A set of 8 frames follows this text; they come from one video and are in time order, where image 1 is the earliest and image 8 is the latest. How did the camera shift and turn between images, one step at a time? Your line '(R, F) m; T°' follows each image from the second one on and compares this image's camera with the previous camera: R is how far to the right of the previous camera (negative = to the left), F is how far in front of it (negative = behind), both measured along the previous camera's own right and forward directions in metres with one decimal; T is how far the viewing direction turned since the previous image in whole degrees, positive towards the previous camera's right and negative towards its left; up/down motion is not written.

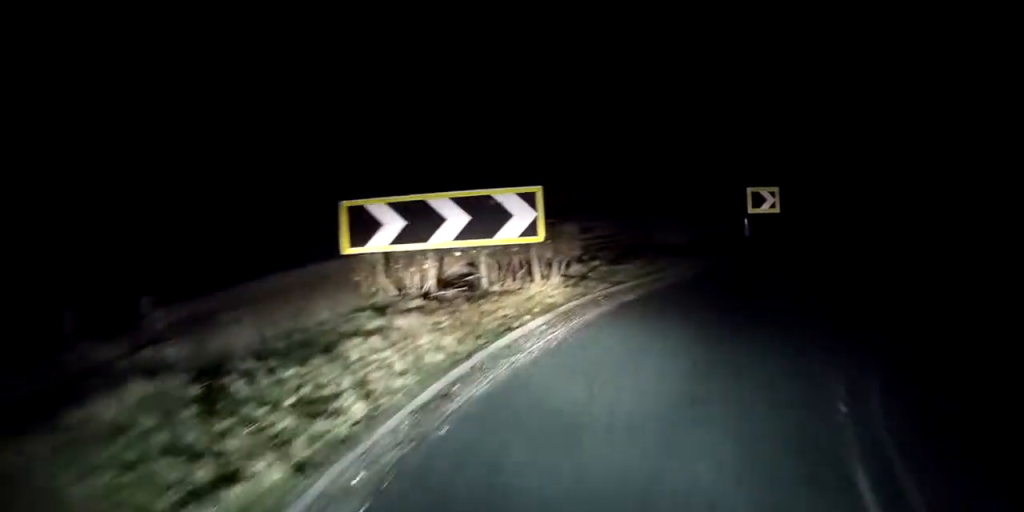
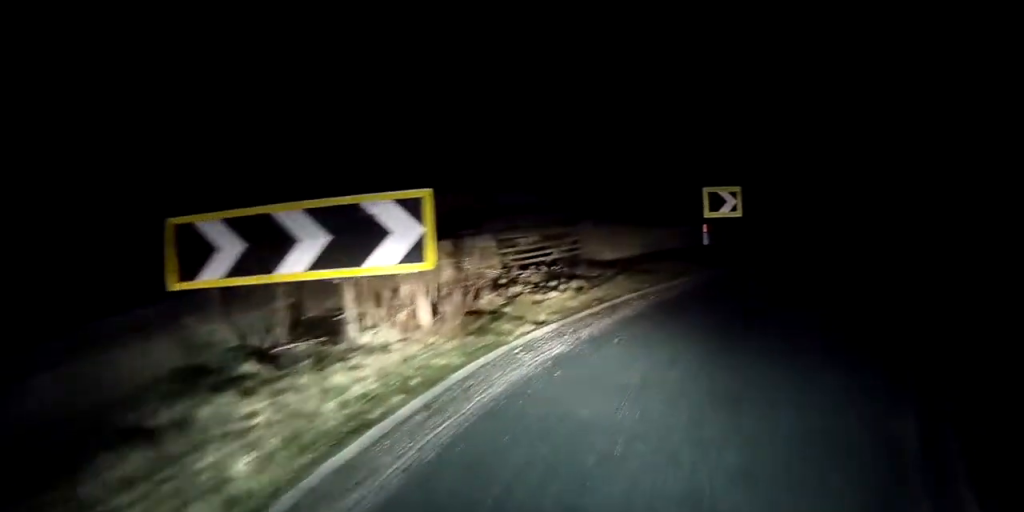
(-0.4, +3.6) m; +15°
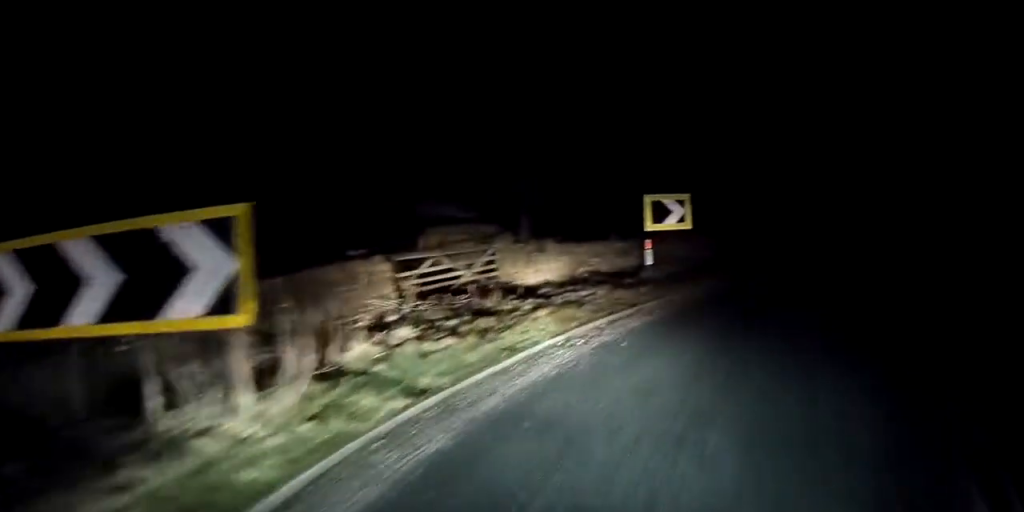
(+0.9, +2.5) m; +10°
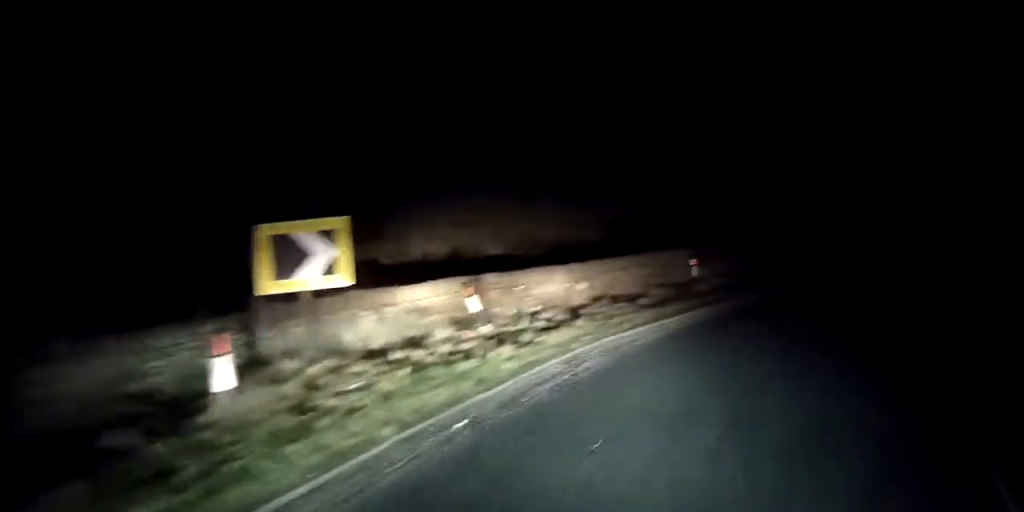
(+2.2, +8.0) m; +15°
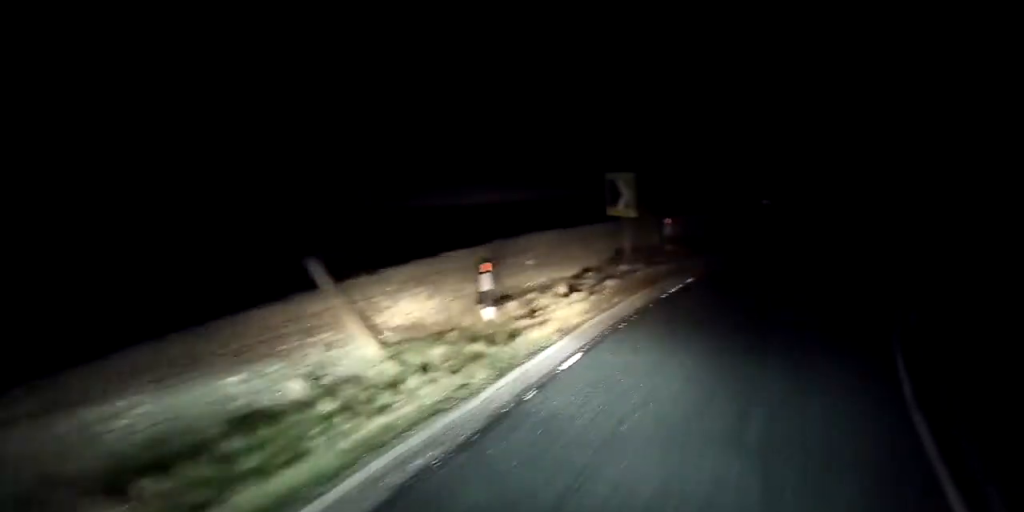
(+0.1, +11.3) m; +5°
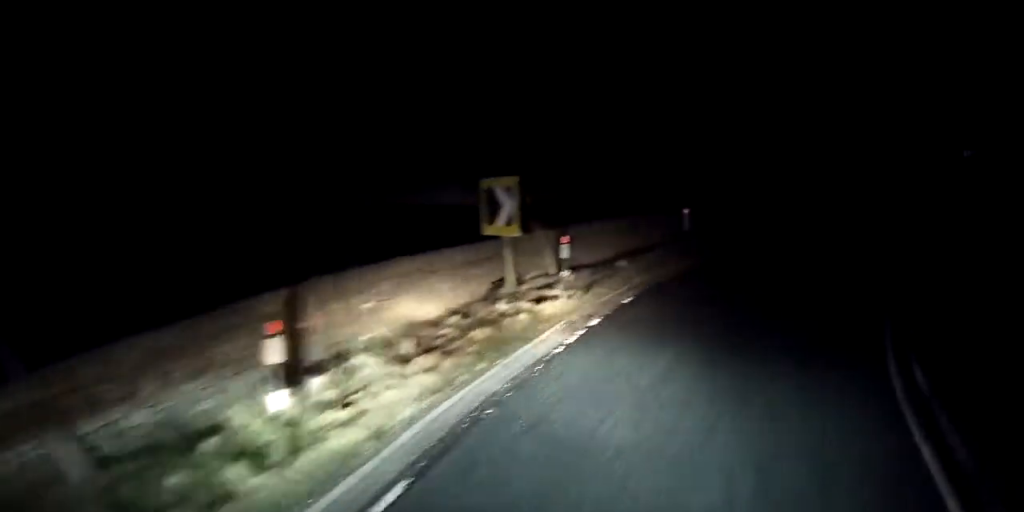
(0.0, +3.4) m; +8°
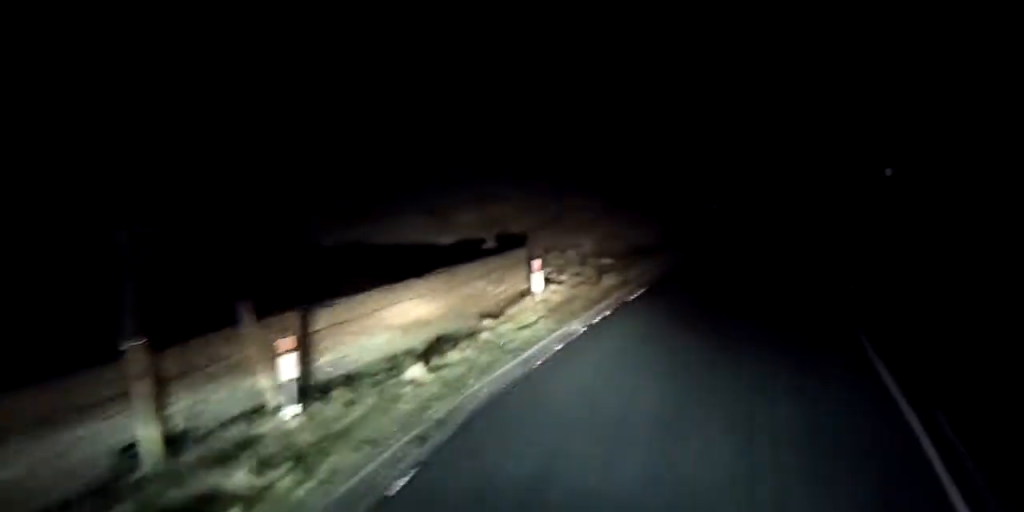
(+0.7, +5.8) m; +13°
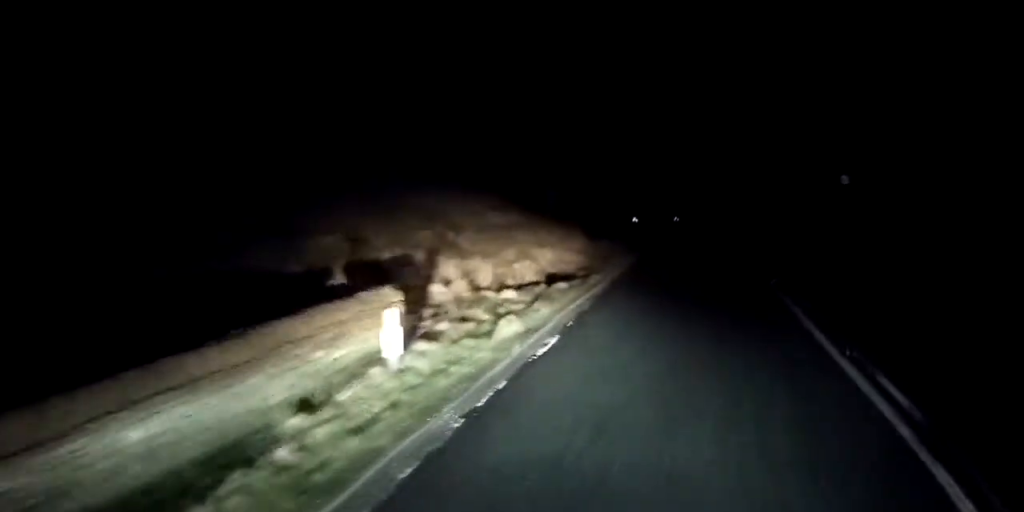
(+0.5, +4.1) m; +9°
